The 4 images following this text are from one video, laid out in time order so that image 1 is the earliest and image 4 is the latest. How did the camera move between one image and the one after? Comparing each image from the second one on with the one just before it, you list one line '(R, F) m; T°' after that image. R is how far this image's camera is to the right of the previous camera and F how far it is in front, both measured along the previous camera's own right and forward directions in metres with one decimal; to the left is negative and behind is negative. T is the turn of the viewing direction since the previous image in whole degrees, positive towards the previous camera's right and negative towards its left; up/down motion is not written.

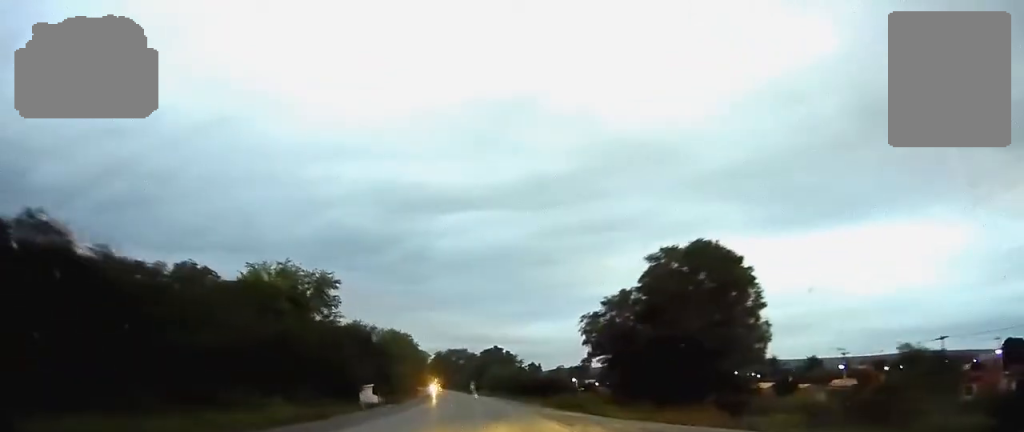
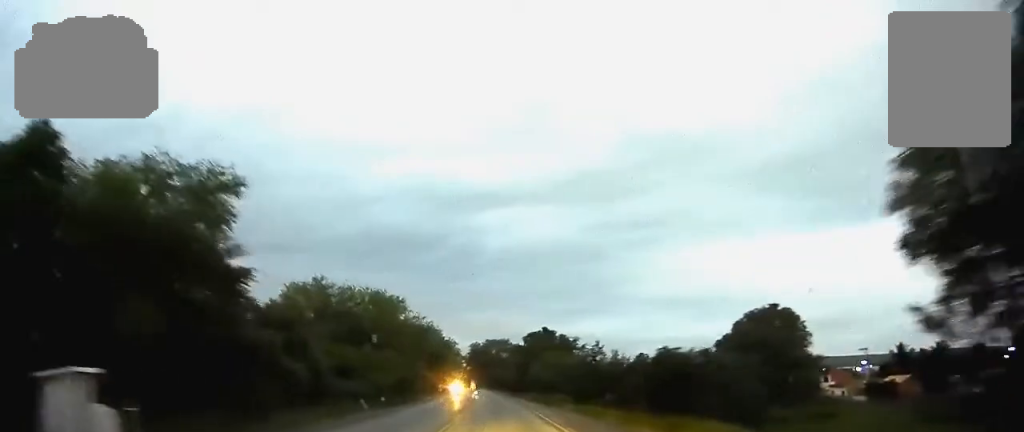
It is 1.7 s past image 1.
(-1.3, +43.3) m; -4°
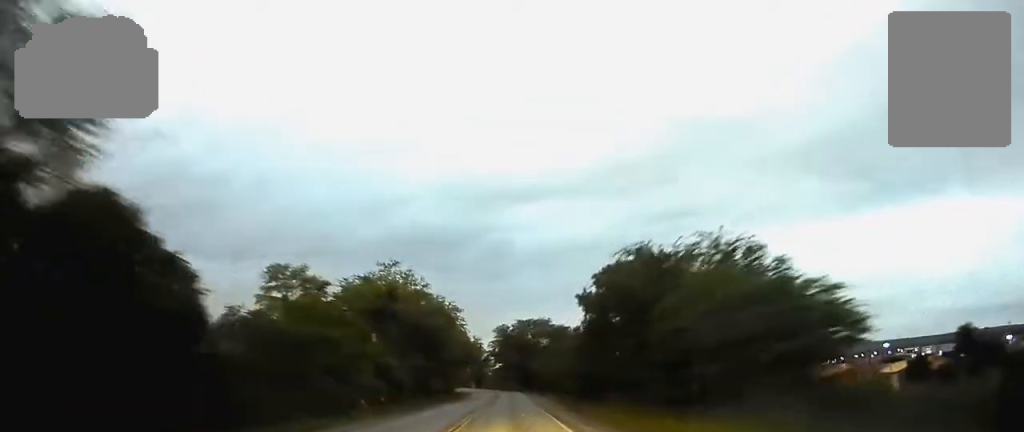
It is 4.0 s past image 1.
(-1.6, +58.0) m; -2°
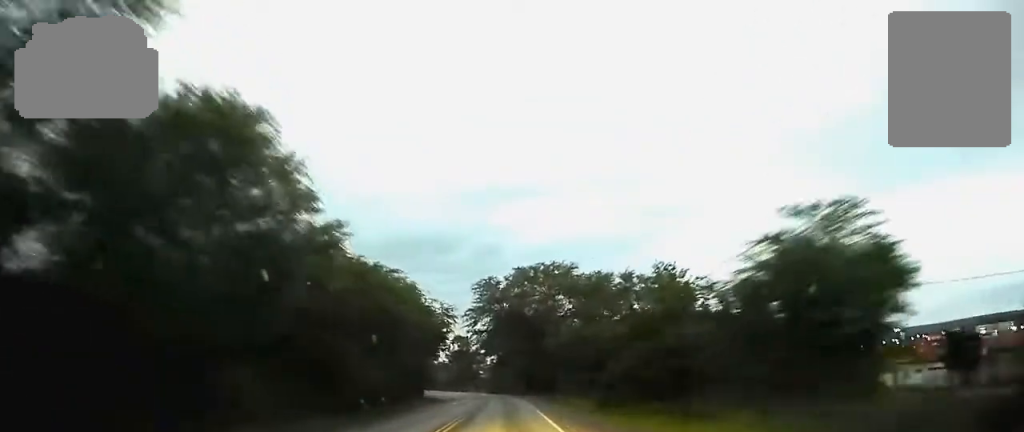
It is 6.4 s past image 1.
(-0.5, +59.0) m; -1°
